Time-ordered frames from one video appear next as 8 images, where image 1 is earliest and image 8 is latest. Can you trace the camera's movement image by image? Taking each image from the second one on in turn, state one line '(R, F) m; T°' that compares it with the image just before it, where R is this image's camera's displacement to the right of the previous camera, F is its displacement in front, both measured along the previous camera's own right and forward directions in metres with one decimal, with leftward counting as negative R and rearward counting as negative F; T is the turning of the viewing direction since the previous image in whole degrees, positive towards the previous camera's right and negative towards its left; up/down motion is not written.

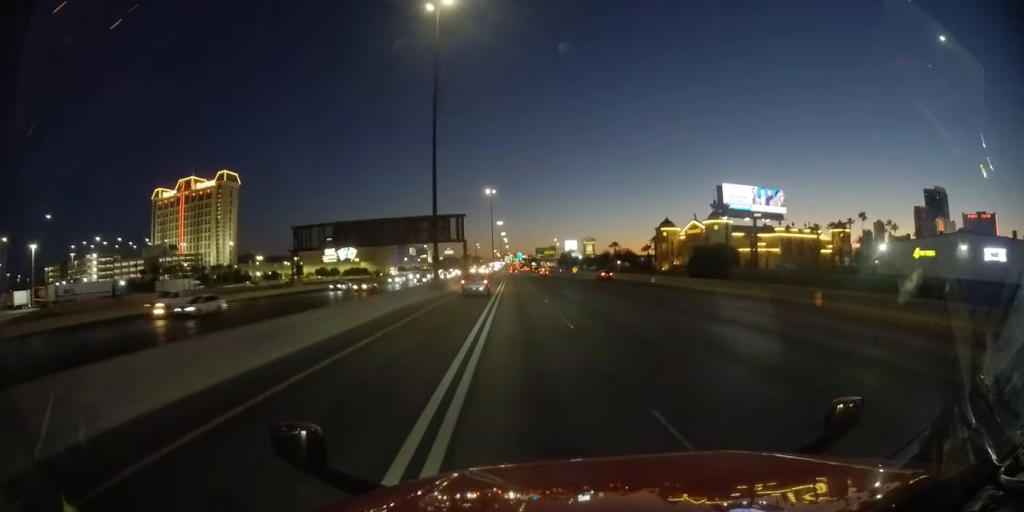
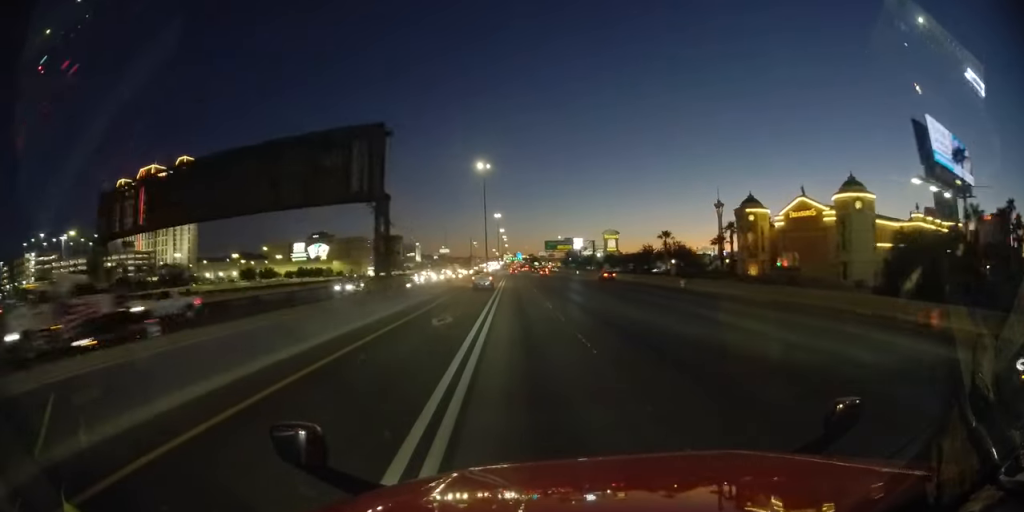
(-0.6, +41.7) m; 0°
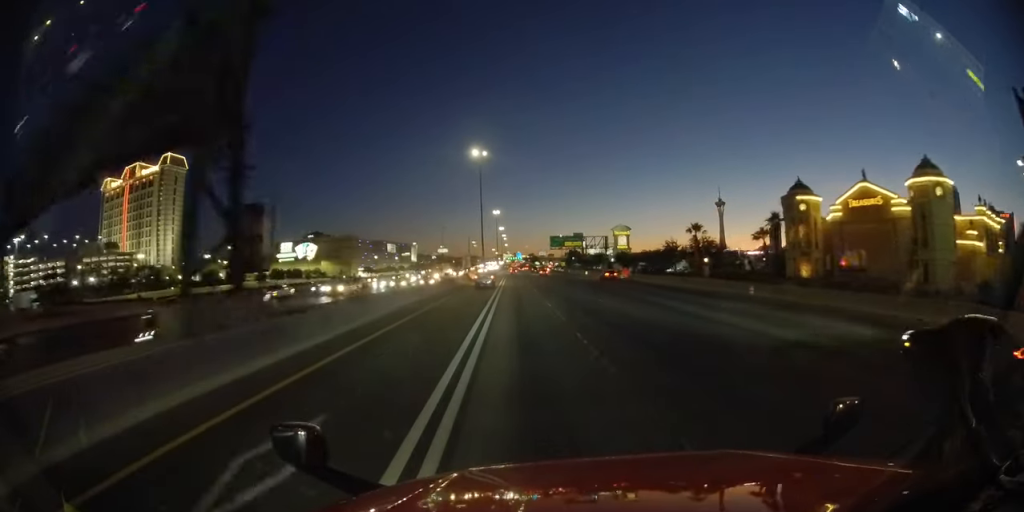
(+0.1, +14.2) m; 0°
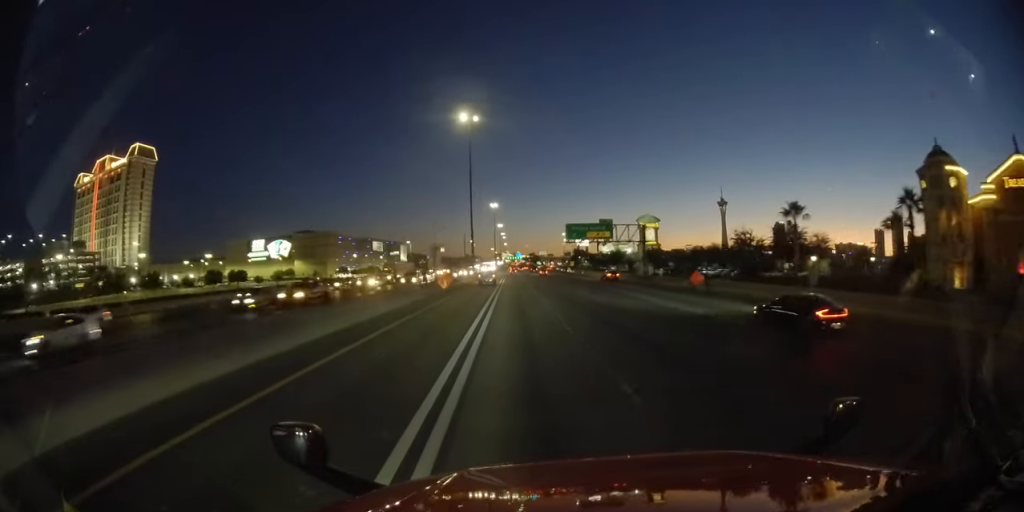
(0.0, +26.9) m; 0°
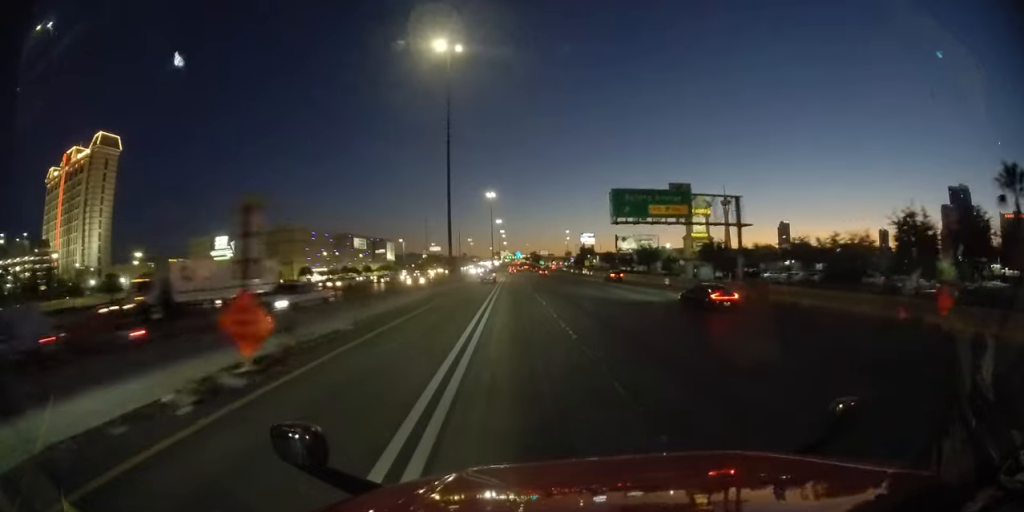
(0.0, +28.9) m; 0°
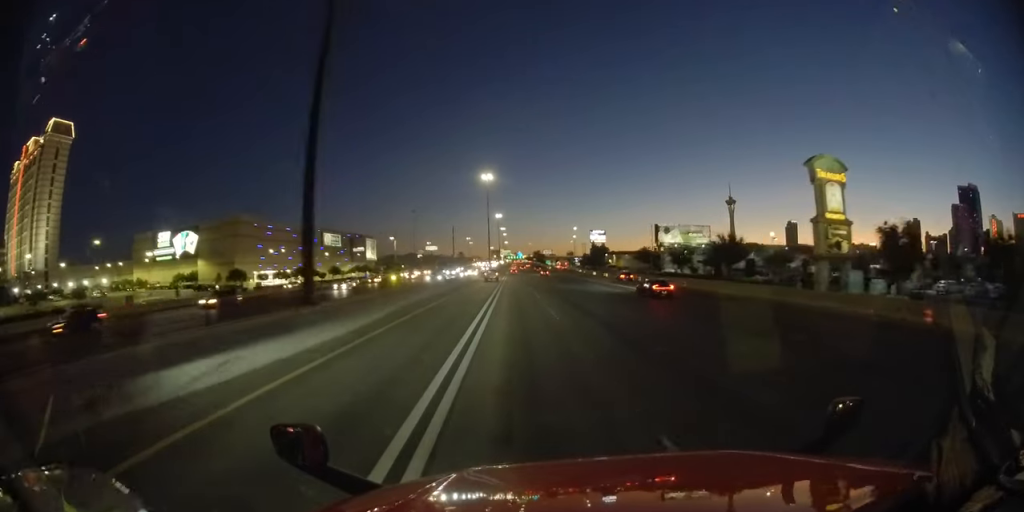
(-0.4, +36.2) m; -1°
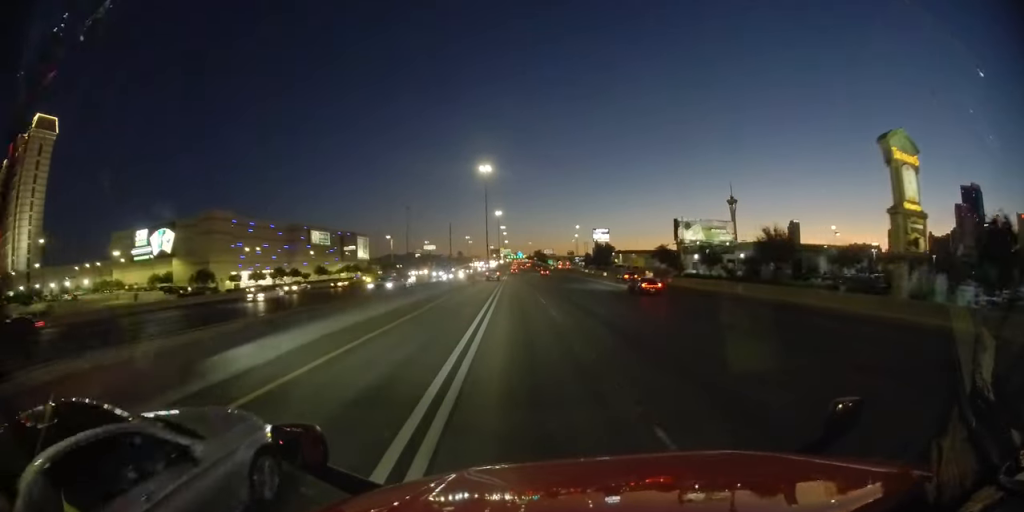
(-0.3, +11.8) m; 0°
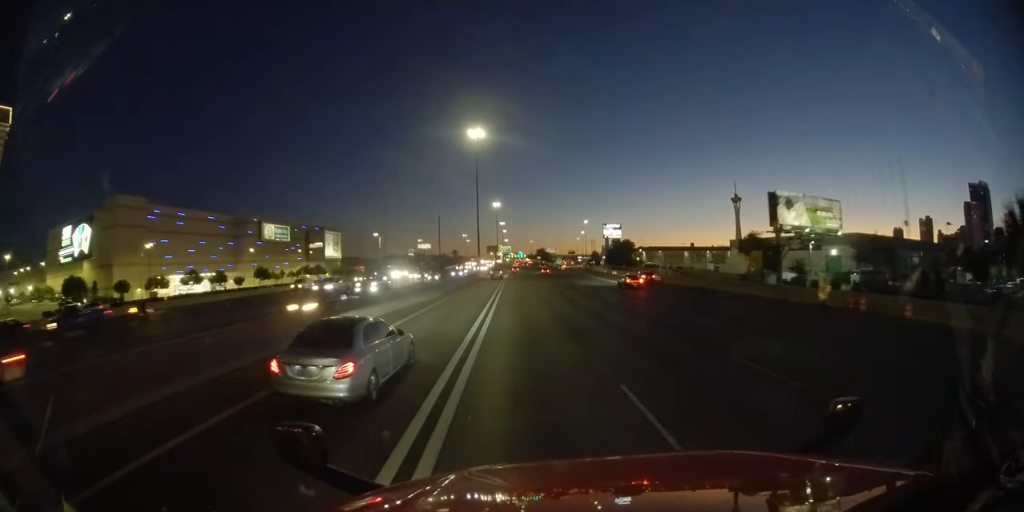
(+0.4, +34.4) m; +1°
